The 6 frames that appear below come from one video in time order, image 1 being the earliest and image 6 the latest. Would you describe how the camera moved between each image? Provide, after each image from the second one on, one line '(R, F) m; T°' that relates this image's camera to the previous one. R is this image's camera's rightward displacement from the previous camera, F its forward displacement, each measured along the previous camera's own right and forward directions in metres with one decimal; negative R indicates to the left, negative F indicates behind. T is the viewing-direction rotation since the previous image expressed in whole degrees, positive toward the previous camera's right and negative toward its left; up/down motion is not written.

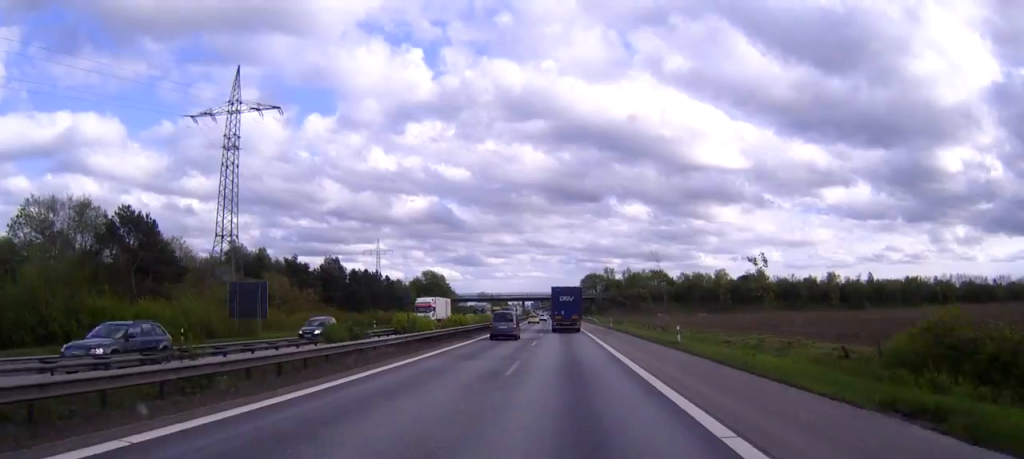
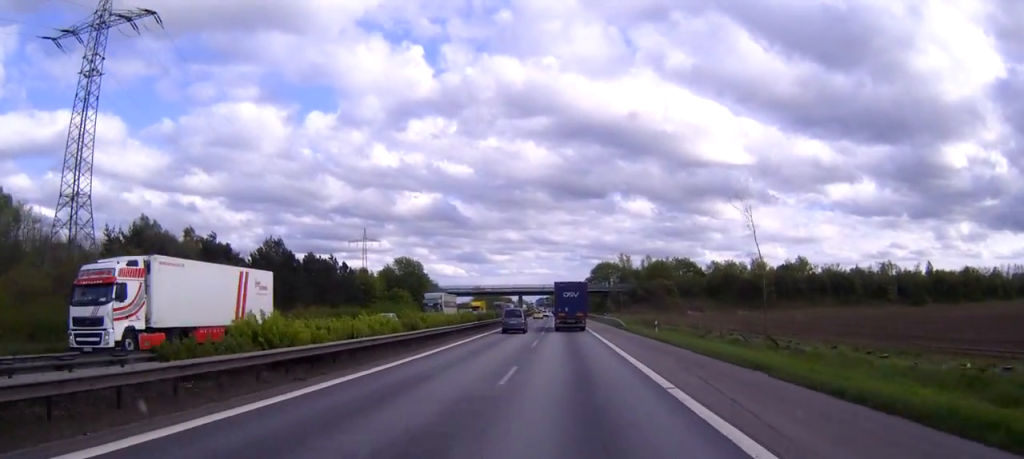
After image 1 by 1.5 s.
(0.0, +39.5) m; 0°
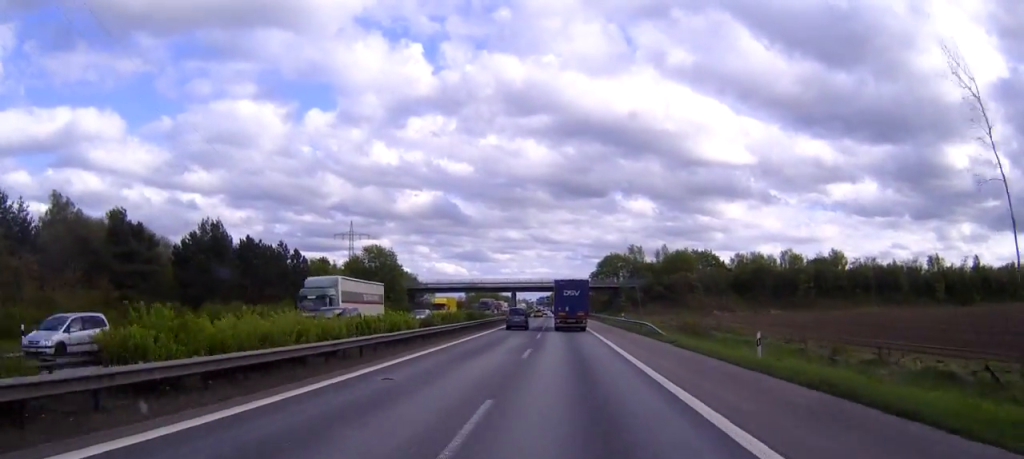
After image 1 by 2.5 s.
(-0.1, +26.8) m; 0°
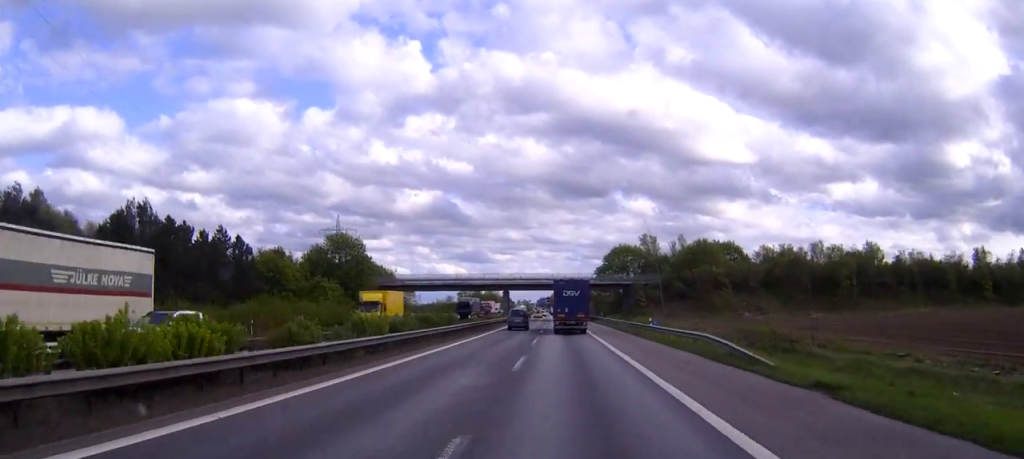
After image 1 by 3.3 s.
(0.0, +22.2) m; 0°
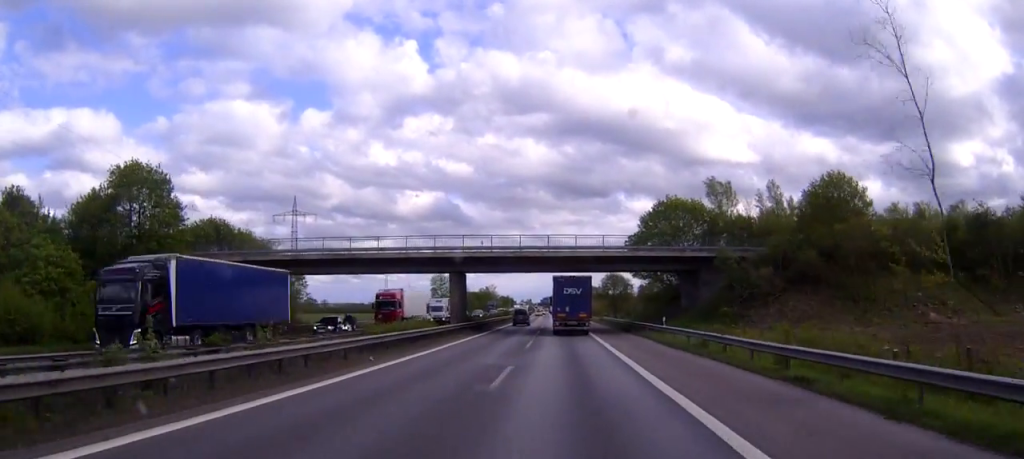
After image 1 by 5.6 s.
(-0.1, +59.6) m; 0°
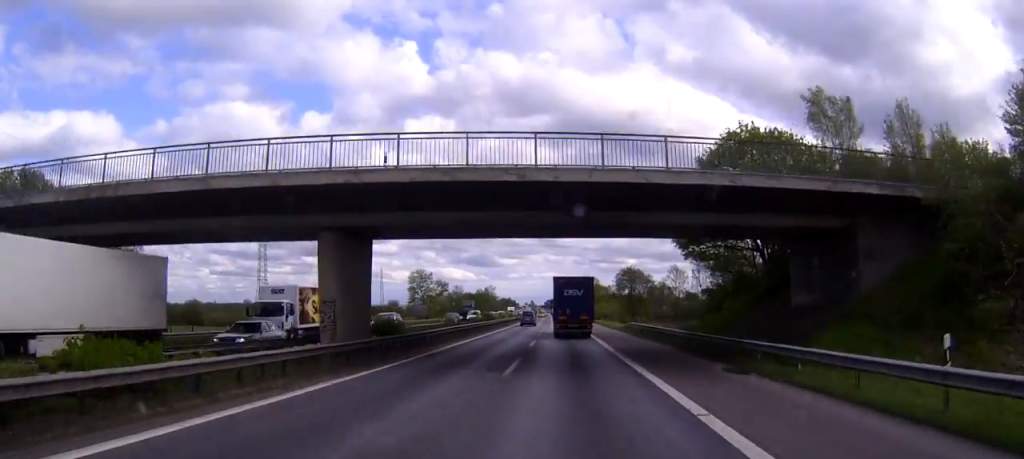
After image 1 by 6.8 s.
(0.0, +32.8) m; 0°
